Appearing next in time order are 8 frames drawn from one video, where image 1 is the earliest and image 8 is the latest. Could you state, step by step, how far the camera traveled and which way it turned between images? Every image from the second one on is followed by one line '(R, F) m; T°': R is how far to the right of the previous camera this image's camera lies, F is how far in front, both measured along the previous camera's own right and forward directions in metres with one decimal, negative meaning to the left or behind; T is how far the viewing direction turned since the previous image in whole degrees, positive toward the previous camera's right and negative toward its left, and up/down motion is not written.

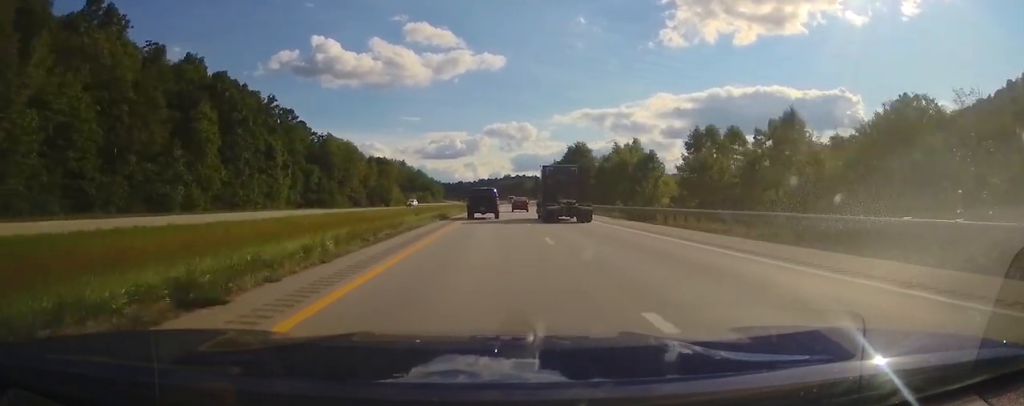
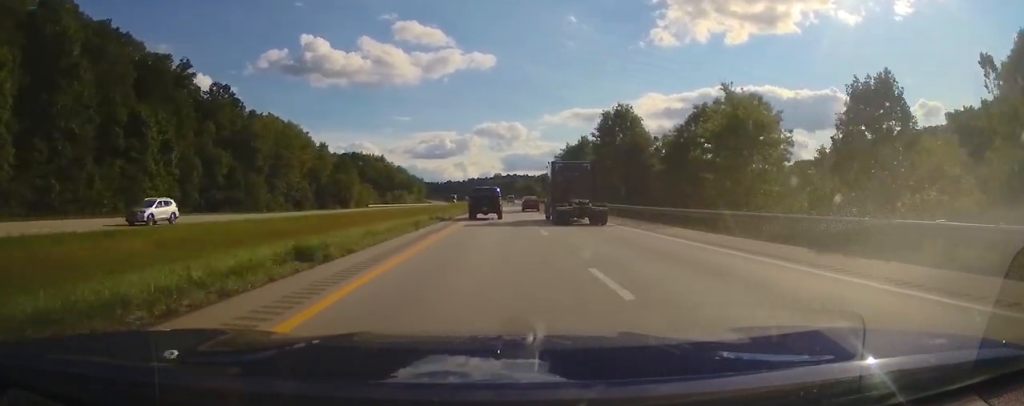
(+0.4, +45.2) m; +1°
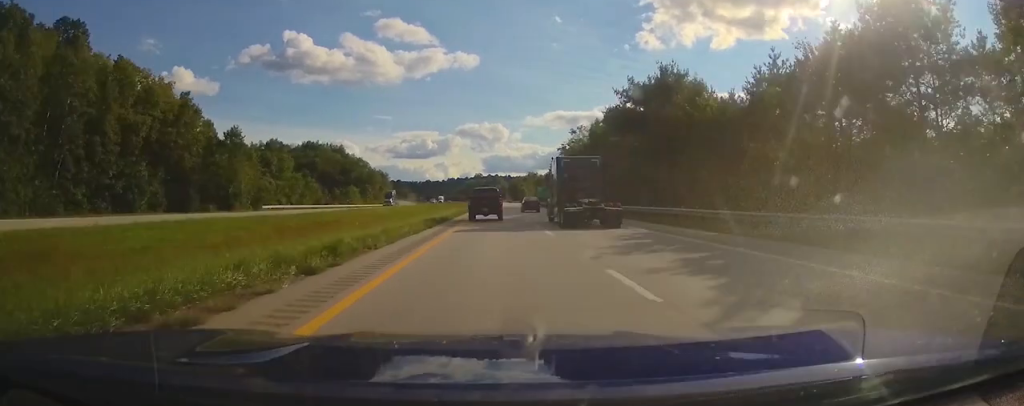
(+1.0, +61.3) m; +2°
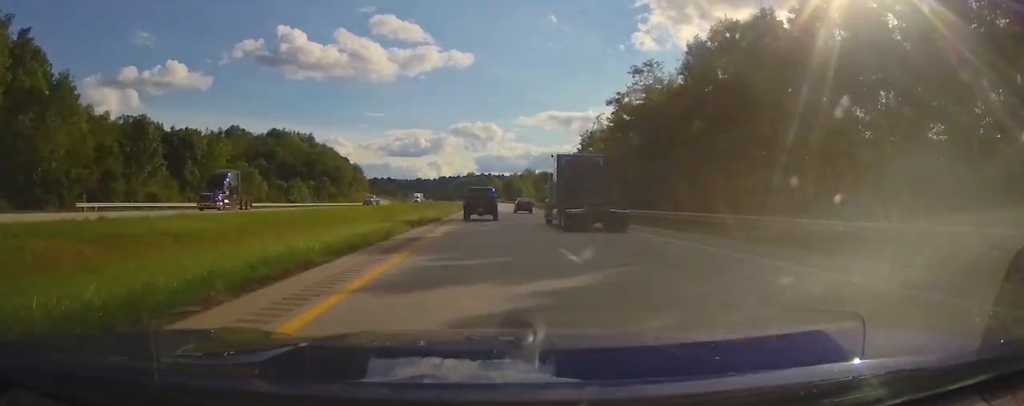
(+0.6, +44.7) m; +1°
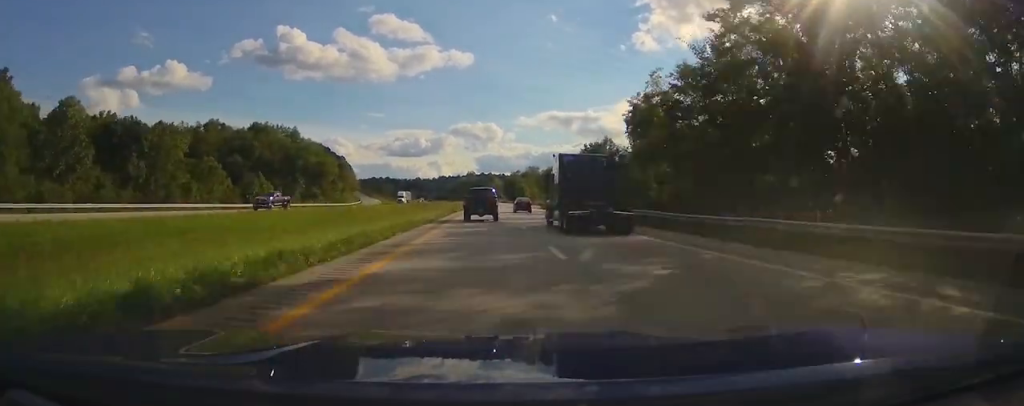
(-0.2, +23.5) m; 0°
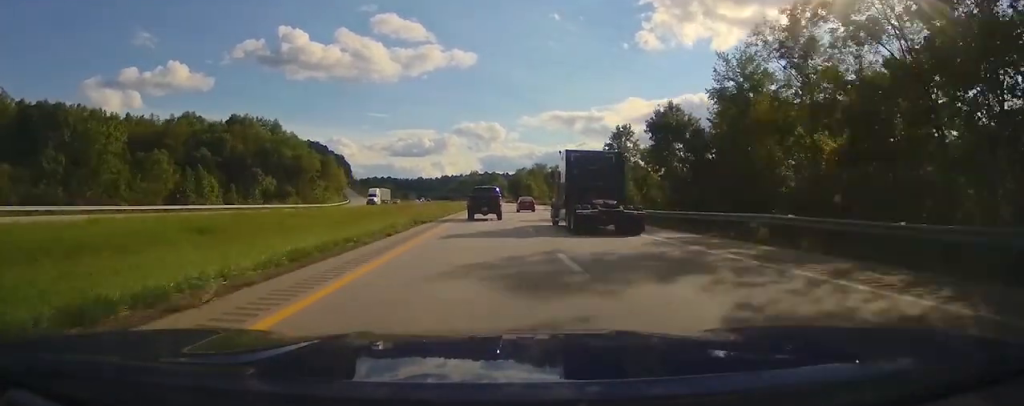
(-0.1, +26.8) m; 0°
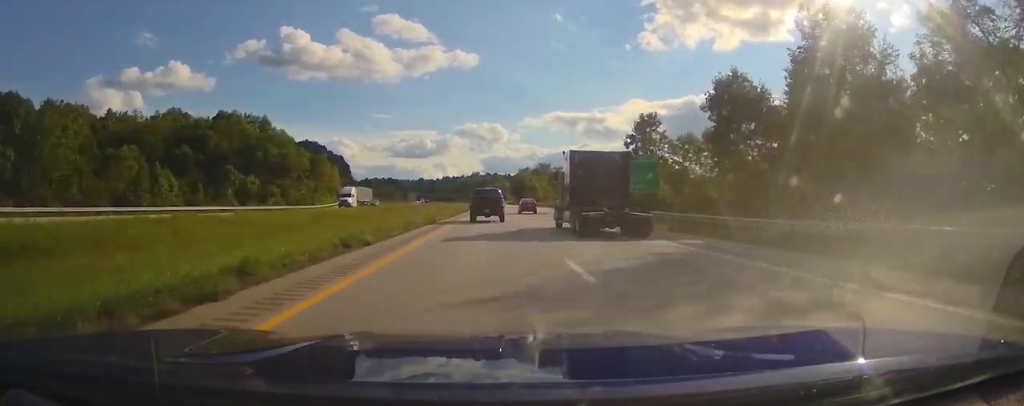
(0.0, +13.4) m; 0°
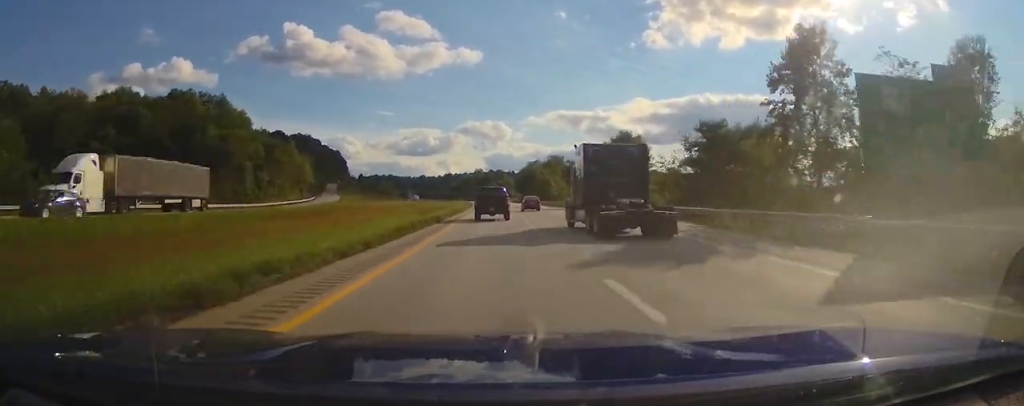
(-0.1, +38.9) m; -1°
